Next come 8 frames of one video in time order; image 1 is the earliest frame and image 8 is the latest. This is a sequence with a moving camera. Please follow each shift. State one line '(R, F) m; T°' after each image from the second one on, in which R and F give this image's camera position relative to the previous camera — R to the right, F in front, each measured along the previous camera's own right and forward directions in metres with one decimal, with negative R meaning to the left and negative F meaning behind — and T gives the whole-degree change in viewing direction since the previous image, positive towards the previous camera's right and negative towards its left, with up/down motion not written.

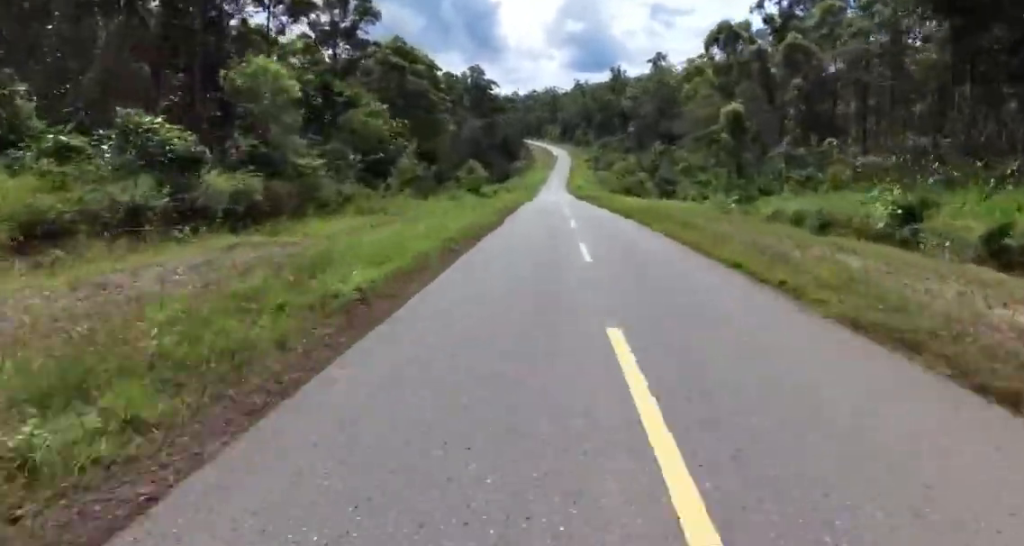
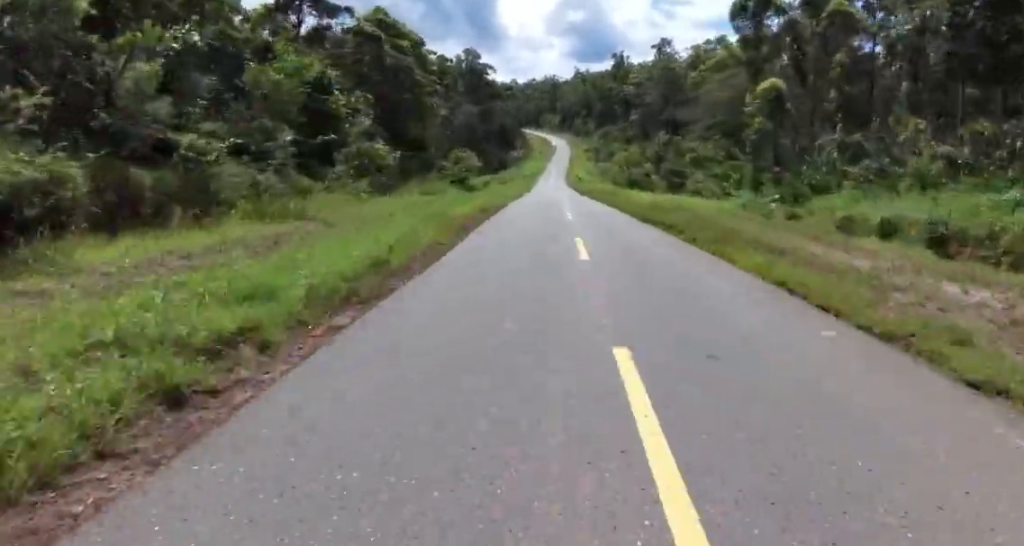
(+0.4, +9.3) m; 0°
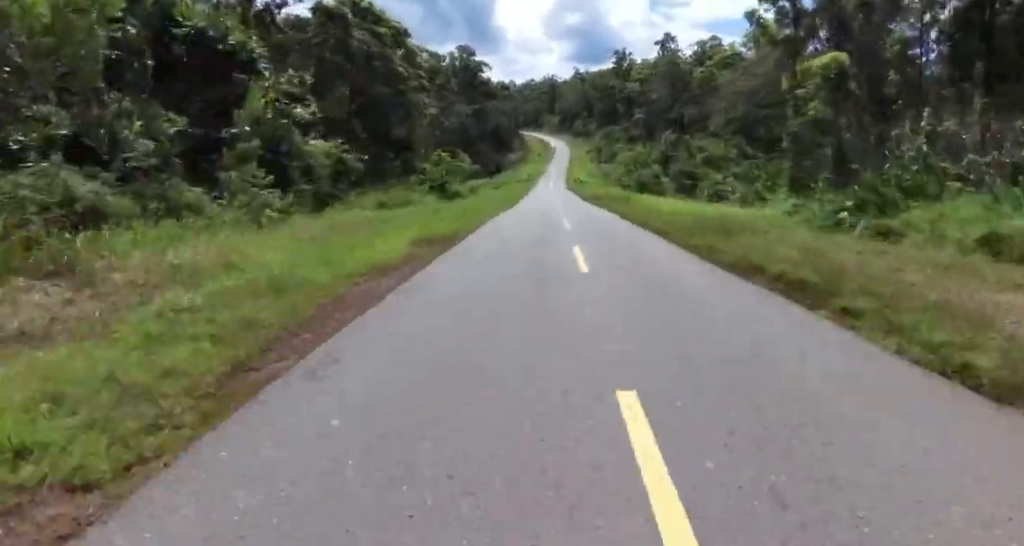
(-0.3, +9.5) m; -1°
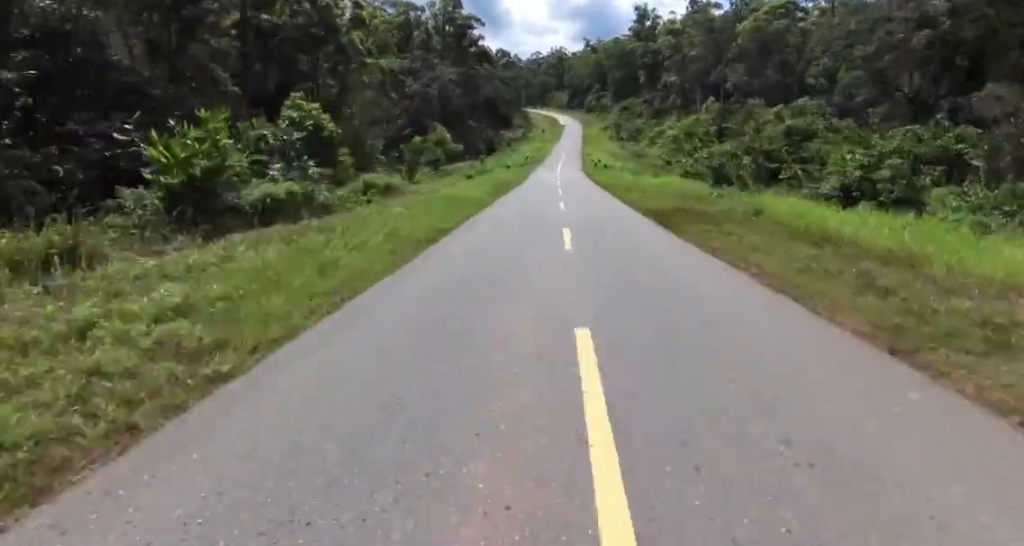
(-1.2, +35.3) m; -1°
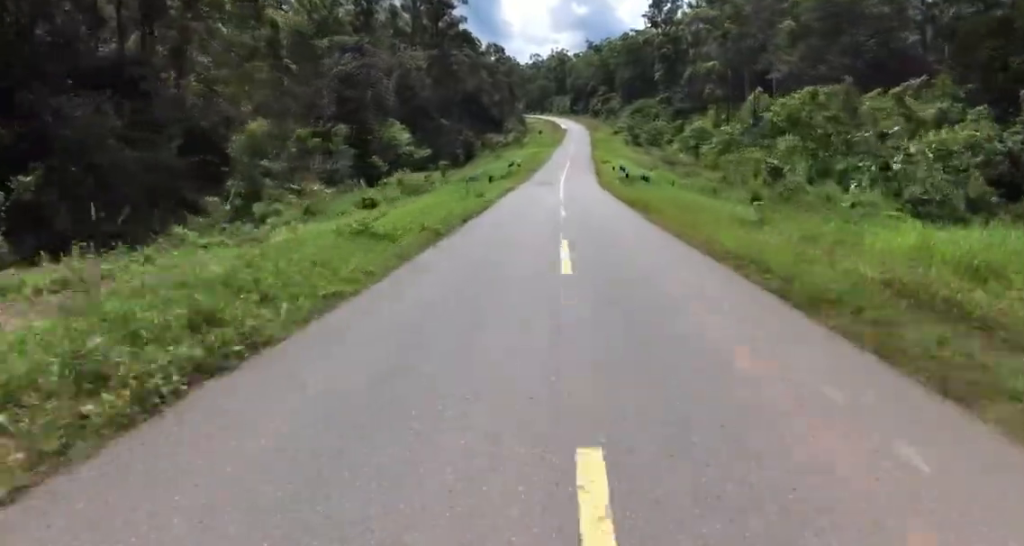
(+0.7, +27.7) m; +1°
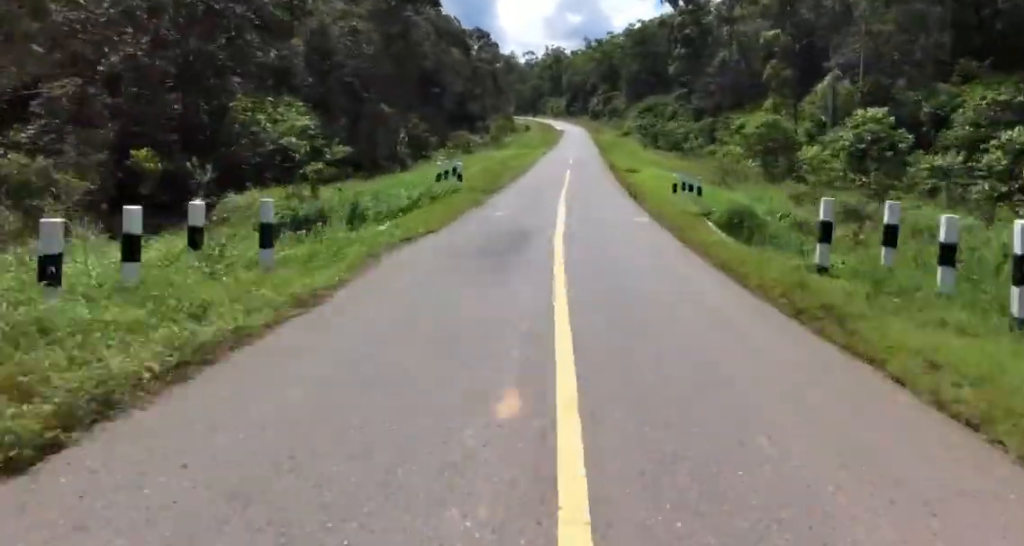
(-0.3, +27.9) m; -1°
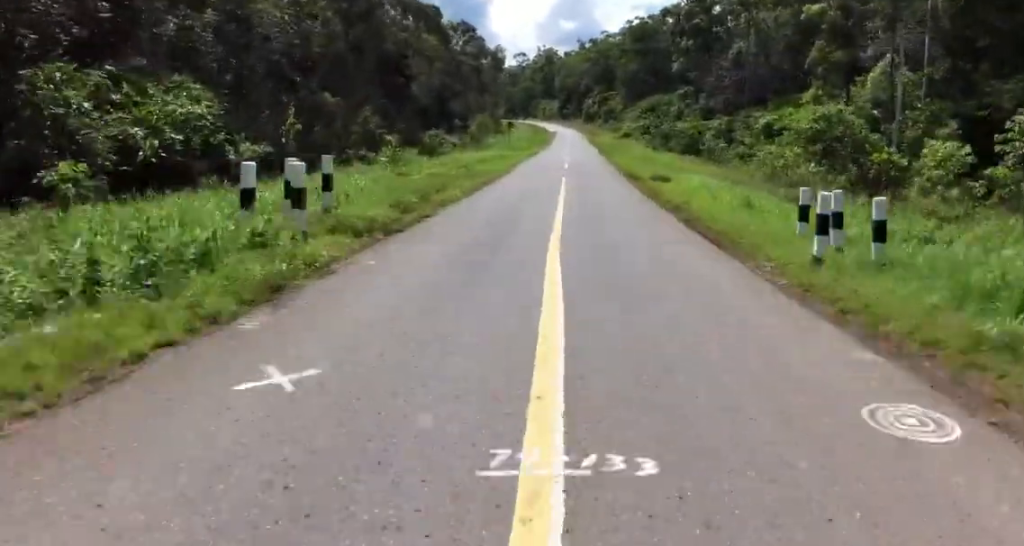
(-0.4, +12.4) m; +1°
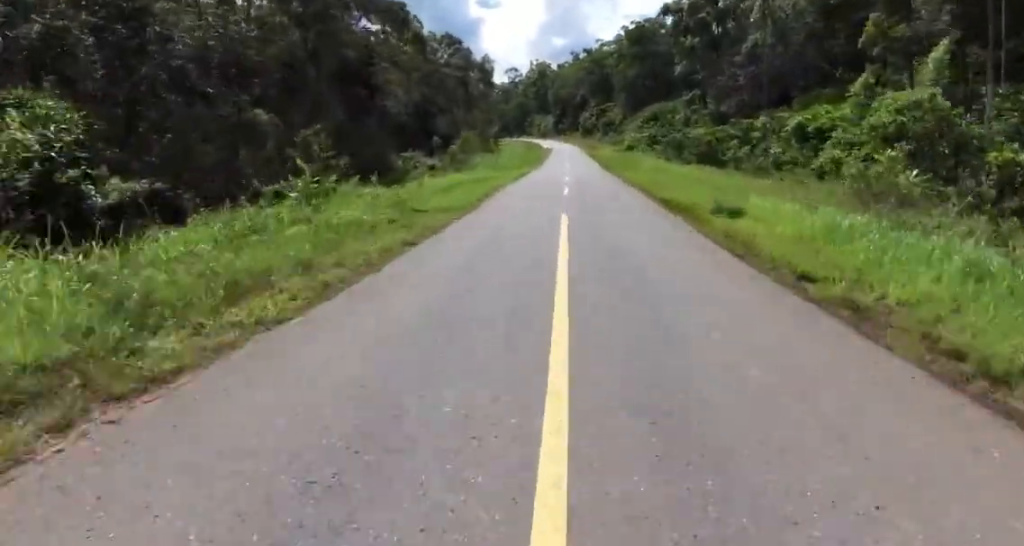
(+0.4, +10.8) m; 0°
